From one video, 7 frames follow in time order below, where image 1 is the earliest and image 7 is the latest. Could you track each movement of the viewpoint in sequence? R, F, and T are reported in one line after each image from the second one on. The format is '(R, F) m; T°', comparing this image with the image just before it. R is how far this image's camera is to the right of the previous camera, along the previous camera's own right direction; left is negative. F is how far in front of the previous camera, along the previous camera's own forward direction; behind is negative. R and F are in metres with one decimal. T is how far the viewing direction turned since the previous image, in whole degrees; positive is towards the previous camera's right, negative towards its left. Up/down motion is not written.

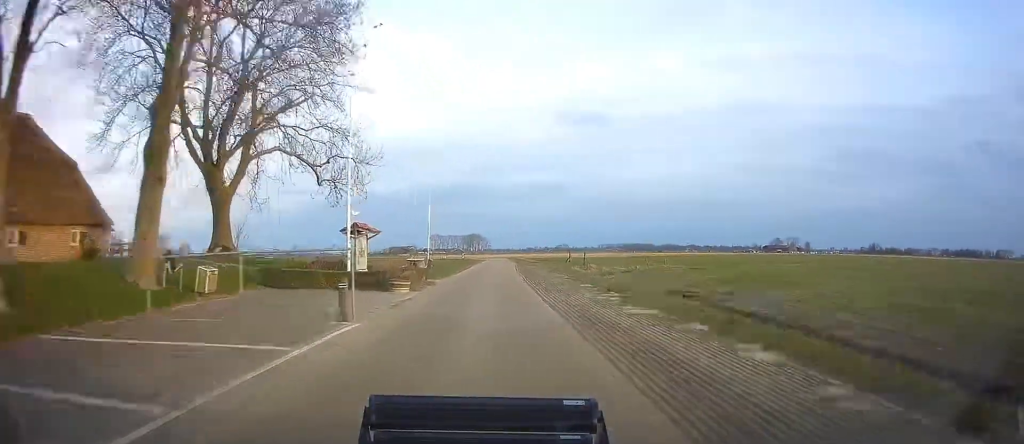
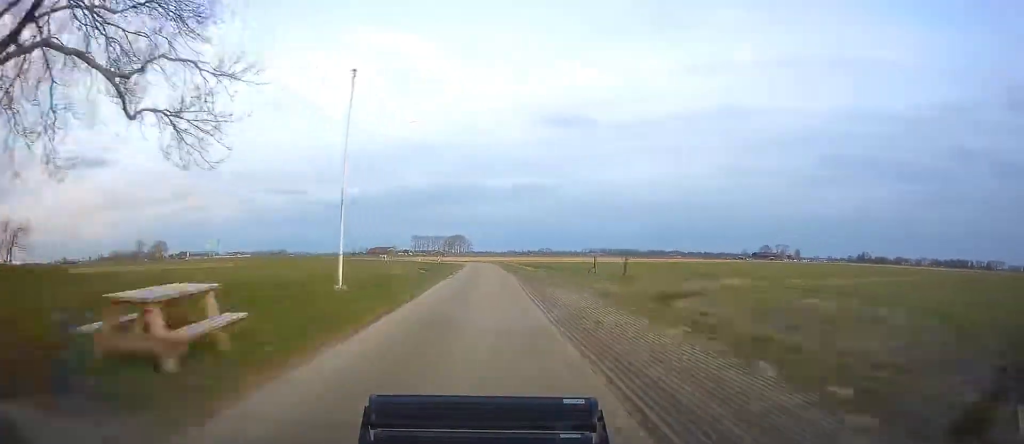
(+0.8, +20.6) m; +3°
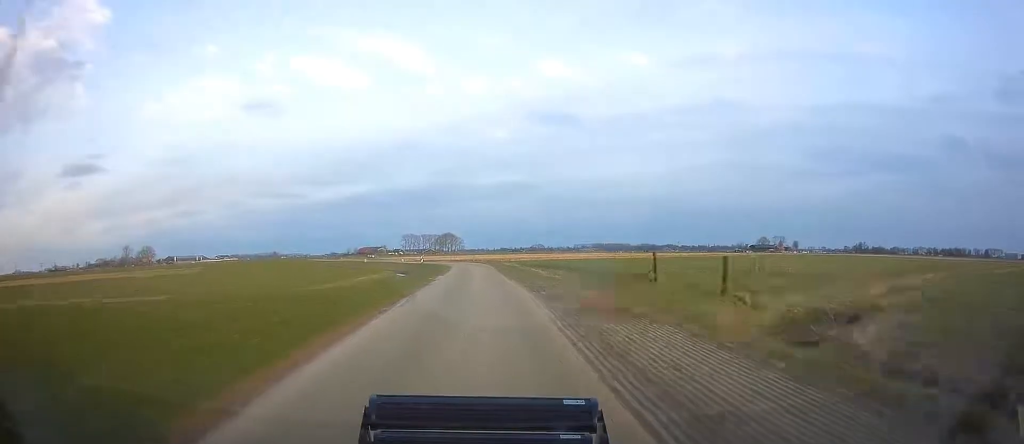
(+0.2, +14.9) m; +1°
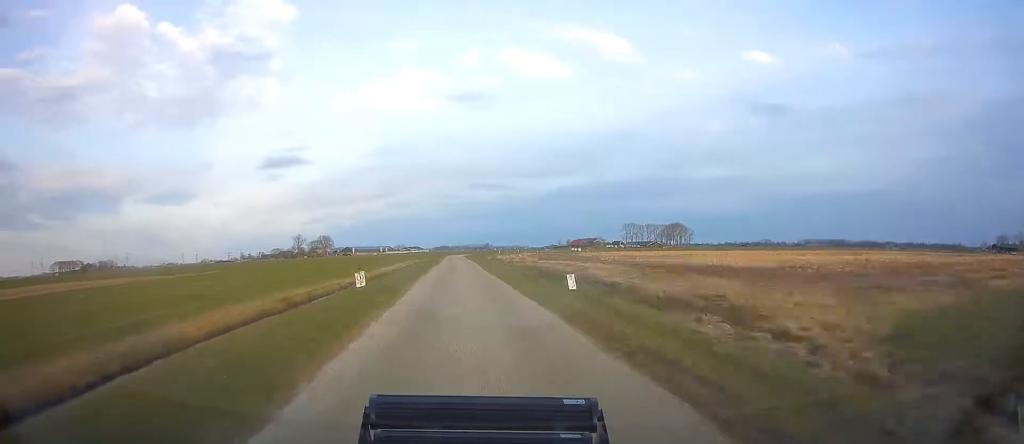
(-9.3, +92.6) m; -17°
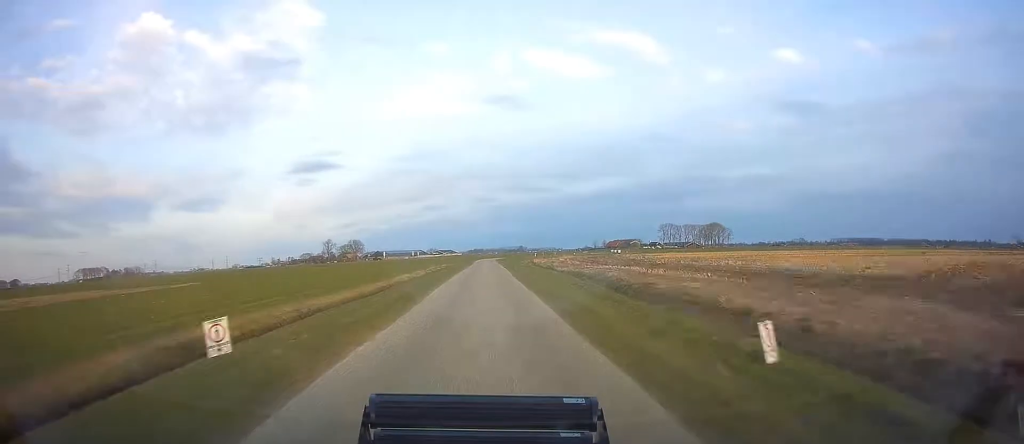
(-0.6, +13.9) m; -3°
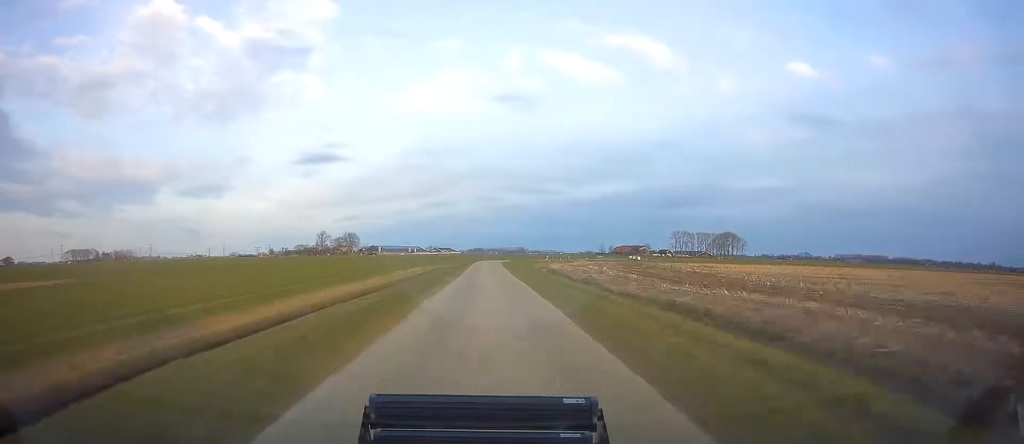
(-1.0, +28.4) m; -2°
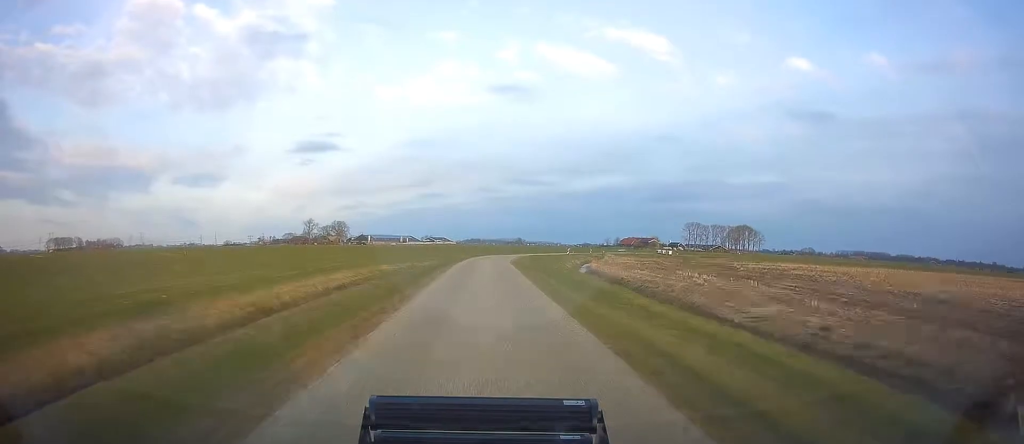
(-0.4, +36.7) m; 0°
